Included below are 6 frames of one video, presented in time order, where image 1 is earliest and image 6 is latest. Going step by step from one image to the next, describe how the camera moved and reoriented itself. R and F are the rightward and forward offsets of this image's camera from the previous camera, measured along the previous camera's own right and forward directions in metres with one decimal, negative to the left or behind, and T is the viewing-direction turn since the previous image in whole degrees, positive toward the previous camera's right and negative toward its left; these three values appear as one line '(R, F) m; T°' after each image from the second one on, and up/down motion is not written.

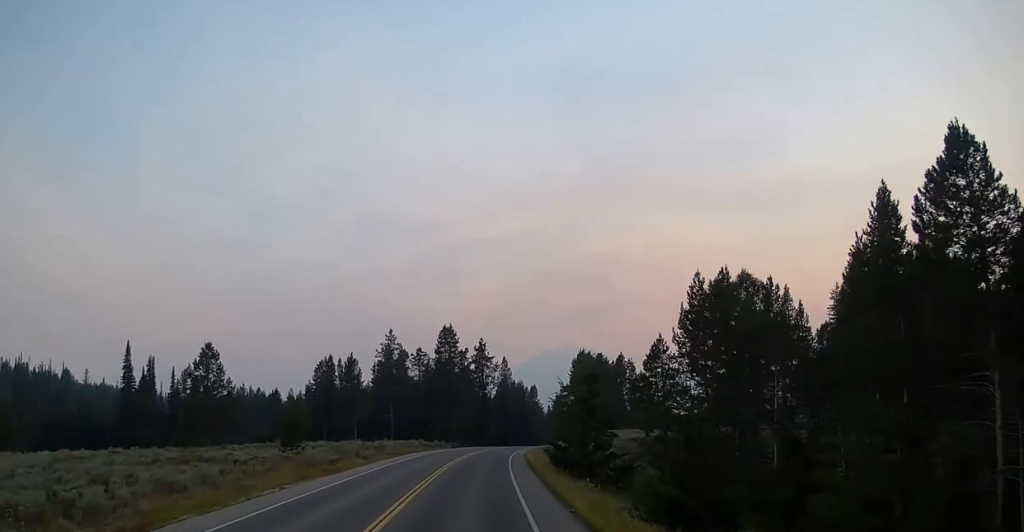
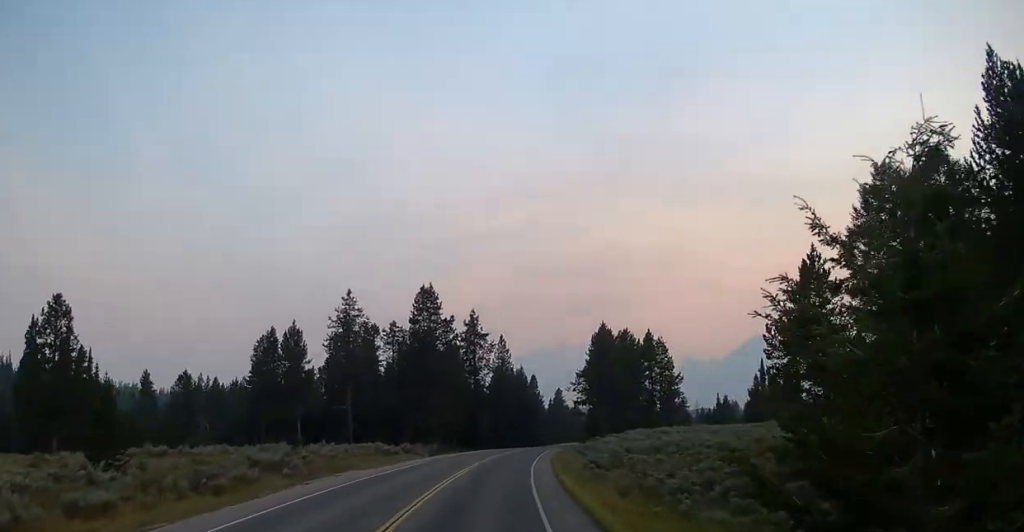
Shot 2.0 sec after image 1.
(-0.7, +30.7) m; -2°
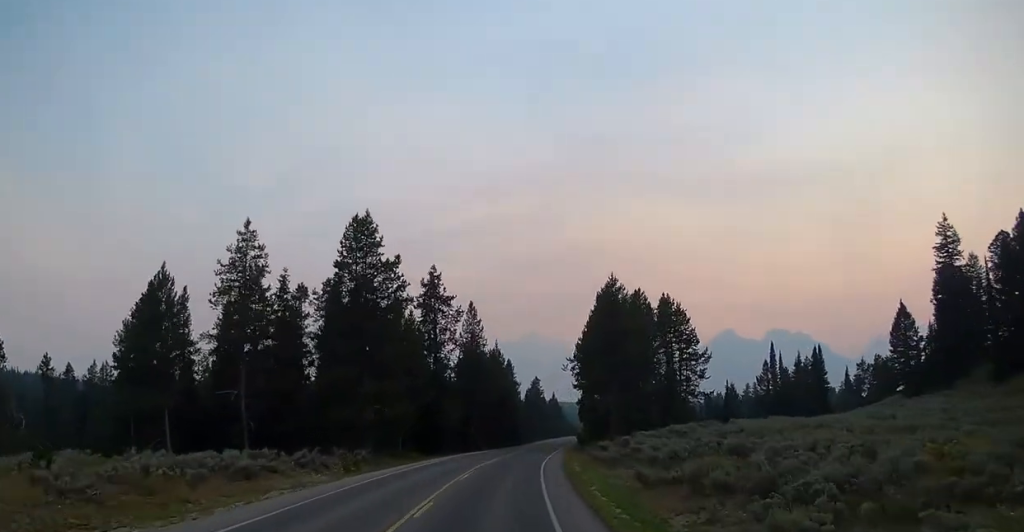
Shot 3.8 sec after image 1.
(+0.2, +26.2) m; +6°
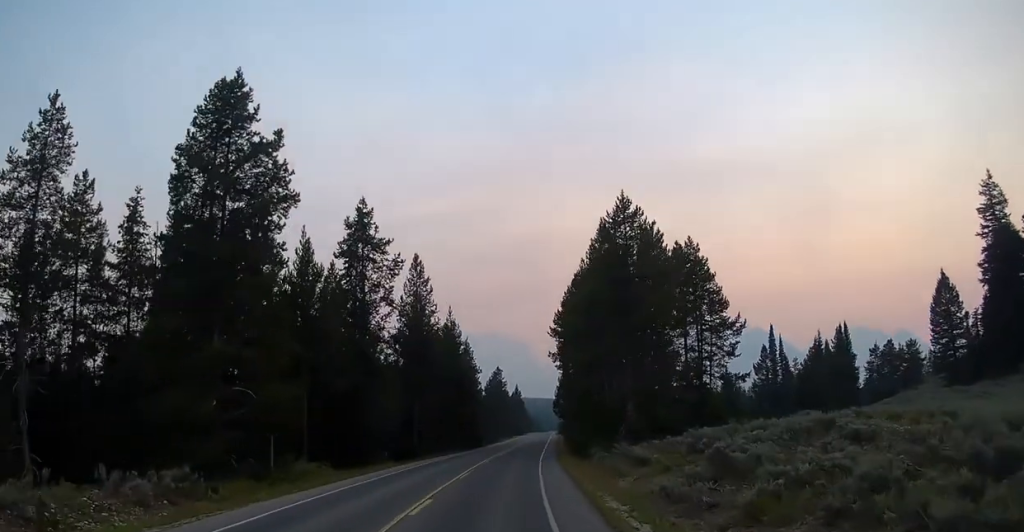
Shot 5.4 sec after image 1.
(+1.7, +23.1) m; +4°
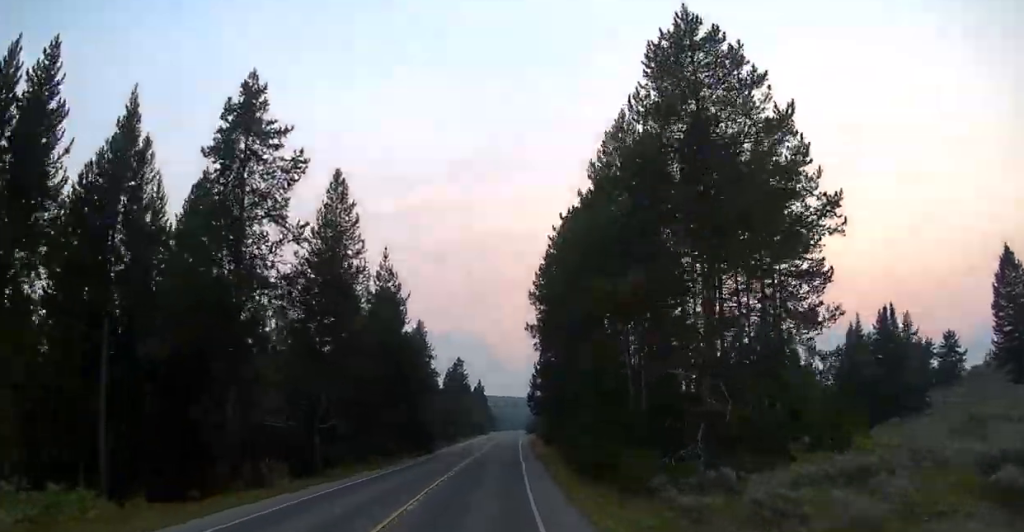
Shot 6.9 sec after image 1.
(0.0, +22.2) m; 0°
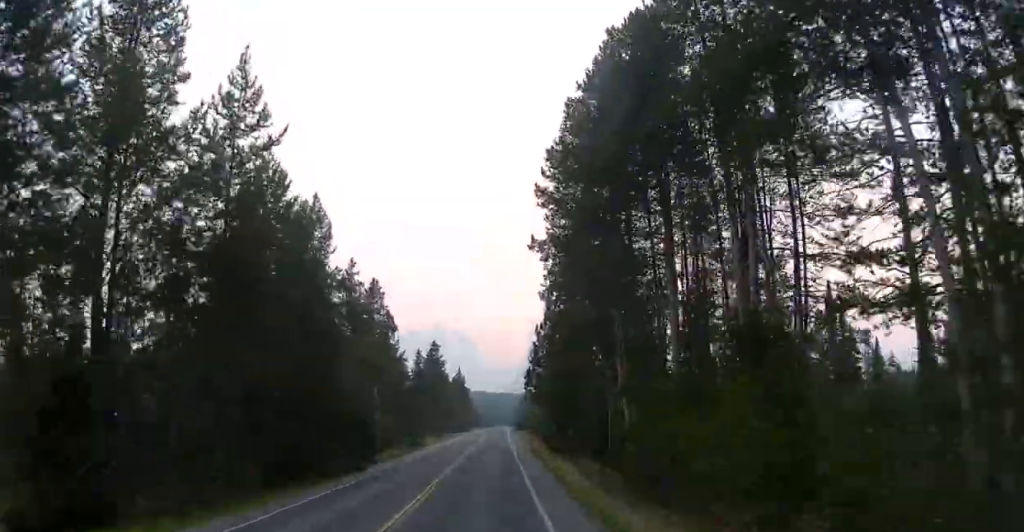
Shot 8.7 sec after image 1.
(0.0, +26.1) m; 0°
